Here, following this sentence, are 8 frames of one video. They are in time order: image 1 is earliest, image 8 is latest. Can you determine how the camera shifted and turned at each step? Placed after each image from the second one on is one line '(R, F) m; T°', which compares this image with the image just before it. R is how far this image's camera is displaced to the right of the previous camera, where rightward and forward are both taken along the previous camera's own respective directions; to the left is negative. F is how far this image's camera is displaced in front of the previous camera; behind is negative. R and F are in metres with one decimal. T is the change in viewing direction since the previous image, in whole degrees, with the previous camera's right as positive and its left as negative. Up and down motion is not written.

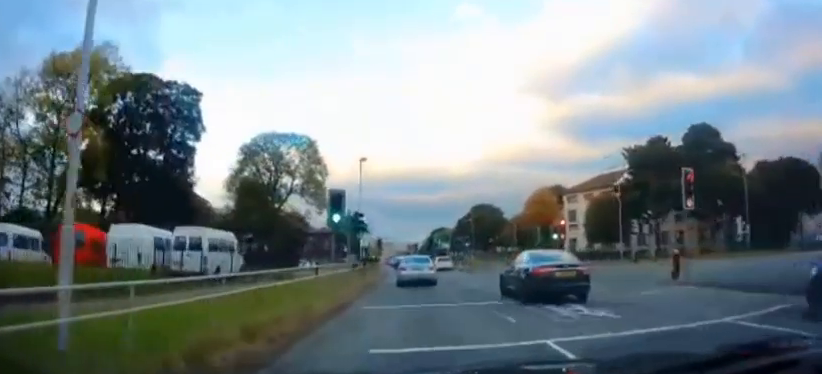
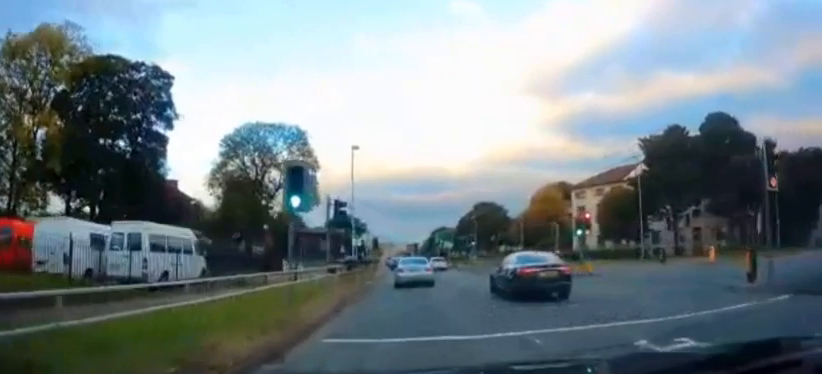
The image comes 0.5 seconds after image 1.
(+0.1, +4.7) m; 0°
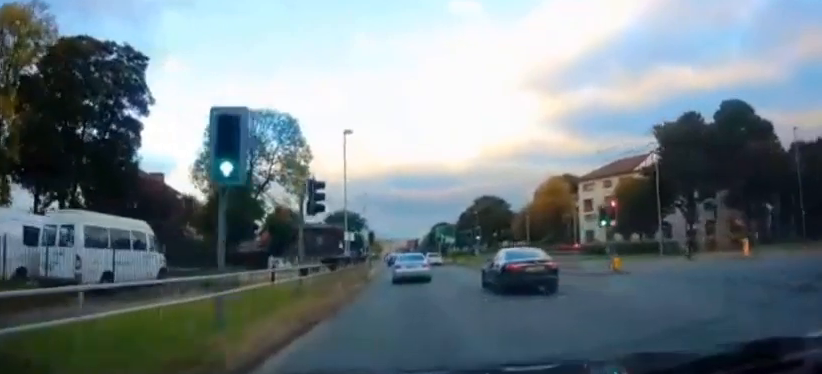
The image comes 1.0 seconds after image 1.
(0.0, +3.9) m; 0°
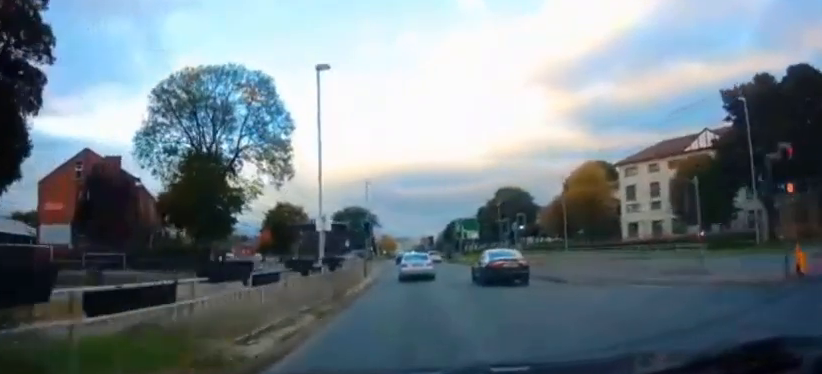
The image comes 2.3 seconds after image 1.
(-0.3, +12.0) m; -2°
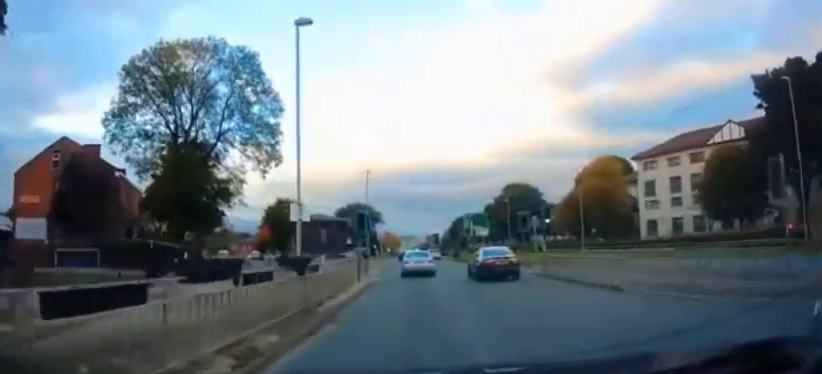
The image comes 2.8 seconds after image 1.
(0.0, +4.6) m; 0°
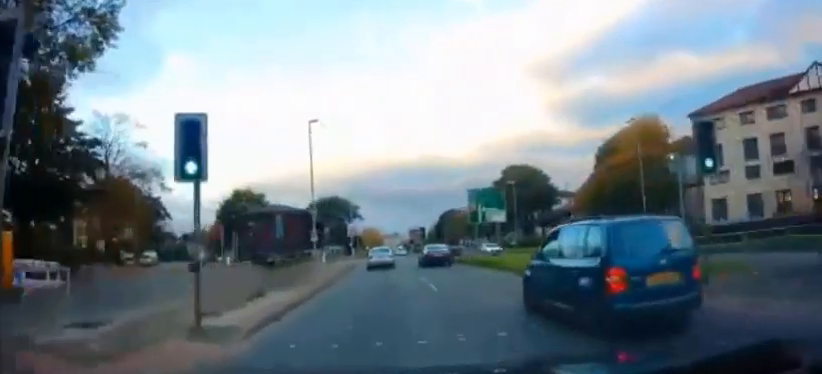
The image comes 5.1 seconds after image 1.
(+0.2, +19.5) m; +1°
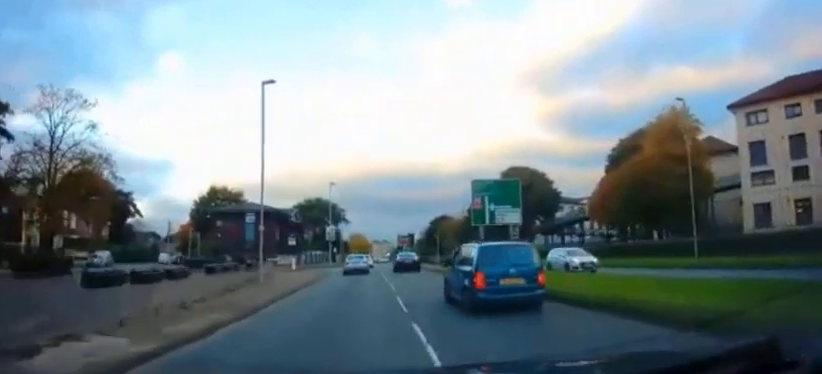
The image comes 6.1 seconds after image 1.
(0.0, +8.5) m; +1°
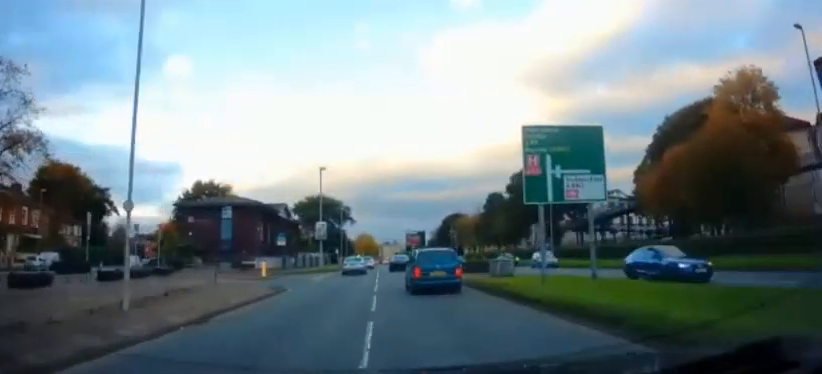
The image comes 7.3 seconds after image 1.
(0.0, +11.5) m; 0°
